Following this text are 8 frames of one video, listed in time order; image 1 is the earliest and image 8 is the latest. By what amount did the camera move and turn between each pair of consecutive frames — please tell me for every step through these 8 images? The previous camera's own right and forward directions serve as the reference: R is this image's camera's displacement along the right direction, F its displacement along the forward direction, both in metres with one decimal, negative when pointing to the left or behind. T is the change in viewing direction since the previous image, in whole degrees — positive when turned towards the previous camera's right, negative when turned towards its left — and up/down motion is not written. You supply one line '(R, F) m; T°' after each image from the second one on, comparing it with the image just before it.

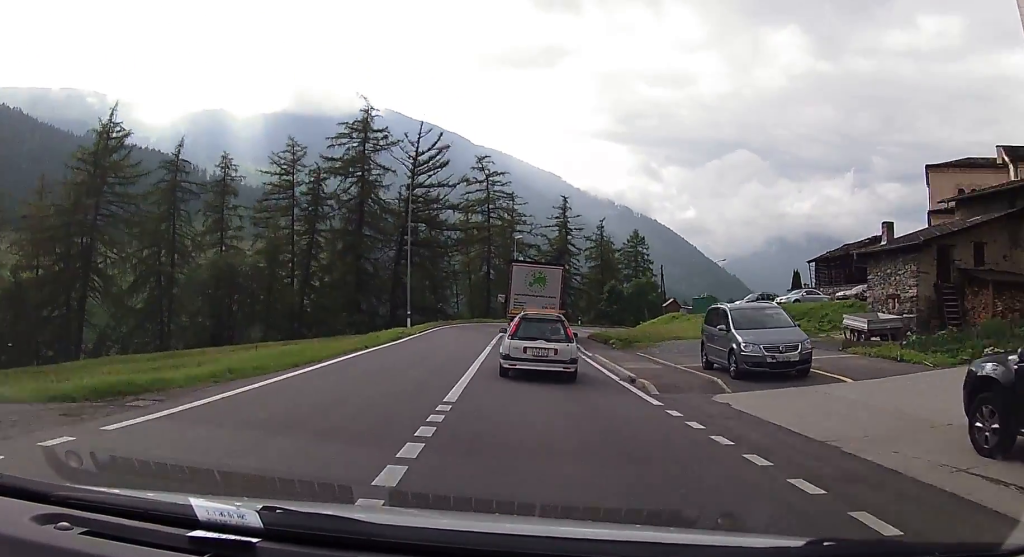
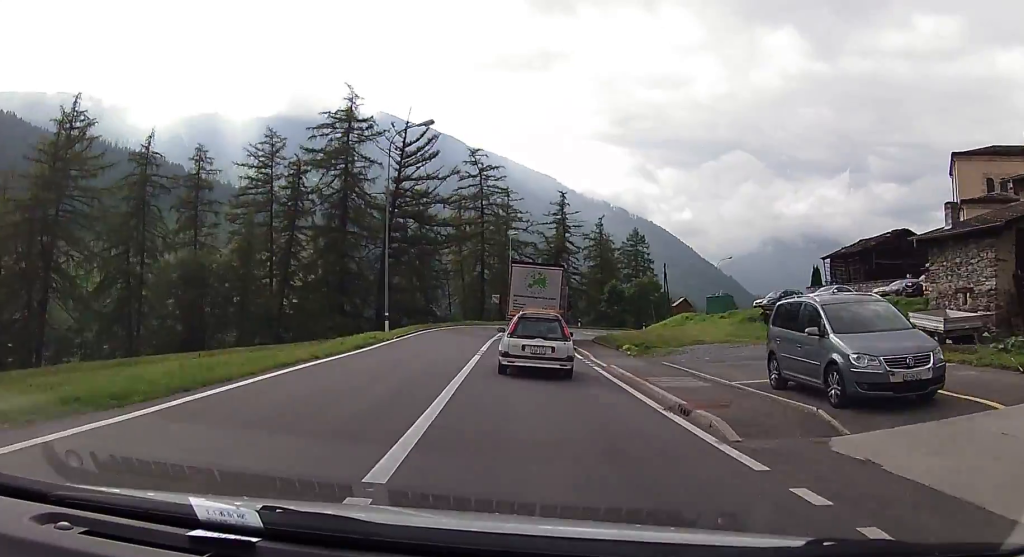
(+0.1, +5.3) m; +1°
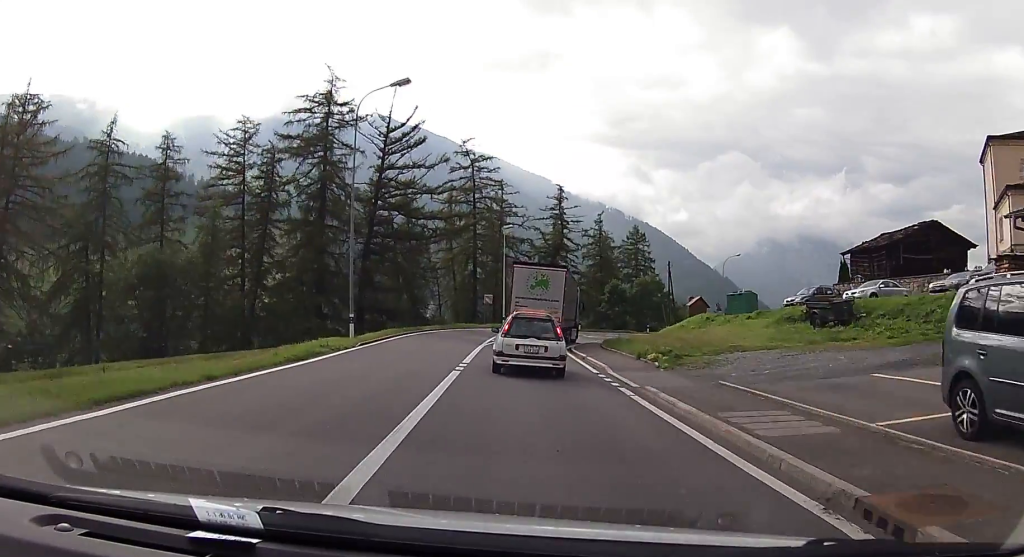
(0.0, +6.3) m; -1°
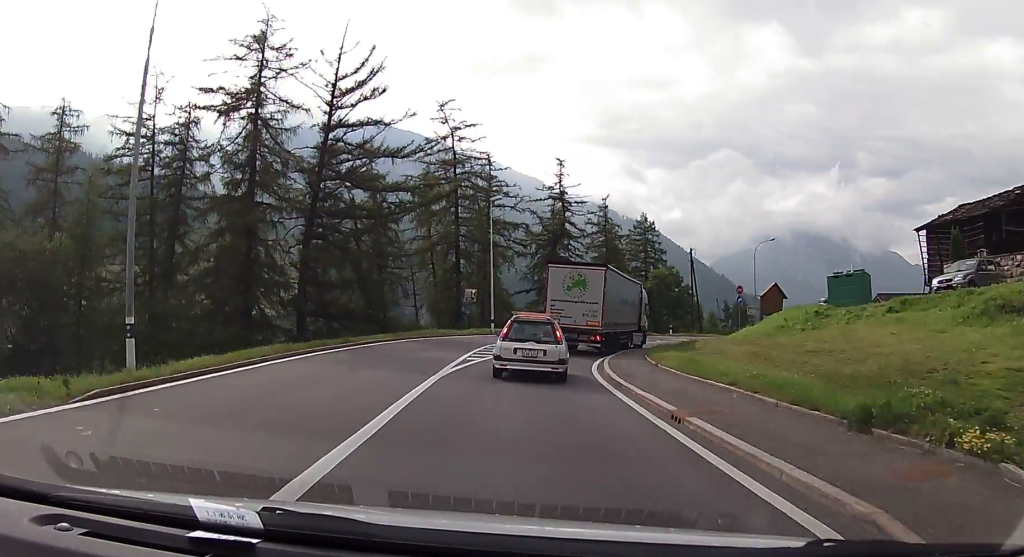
(-0.2, +16.4) m; 0°
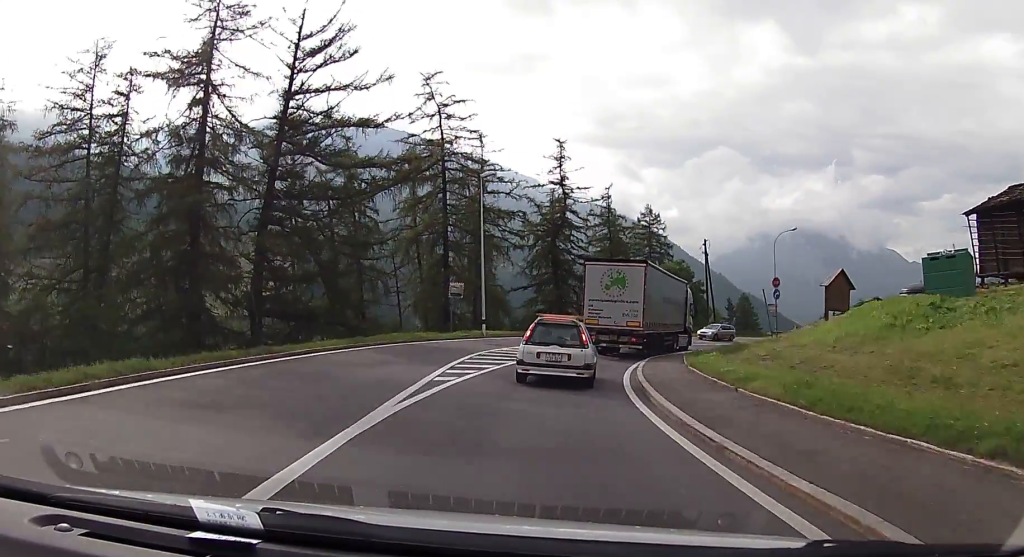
(0.0, +7.1) m; +2°
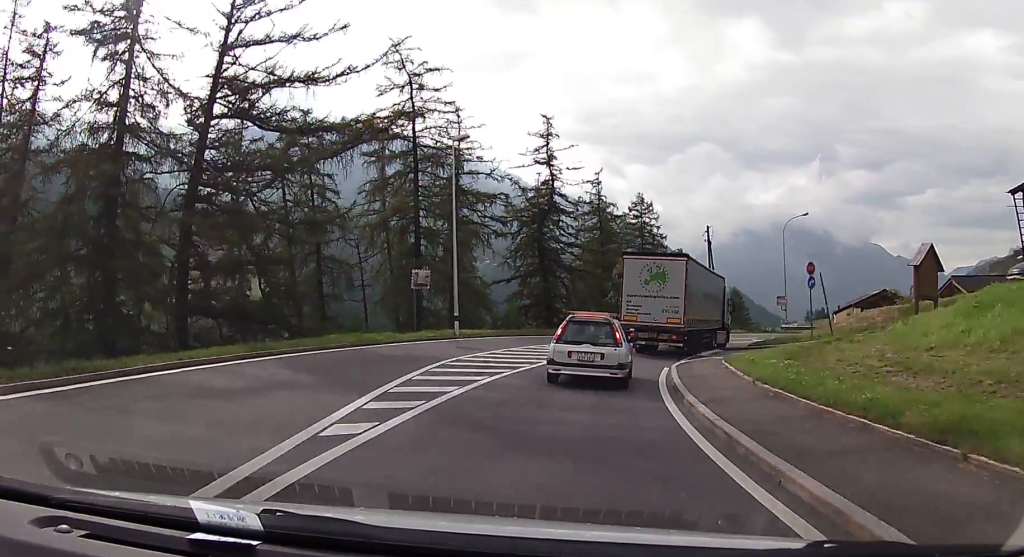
(+0.2, +6.8) m; +2°
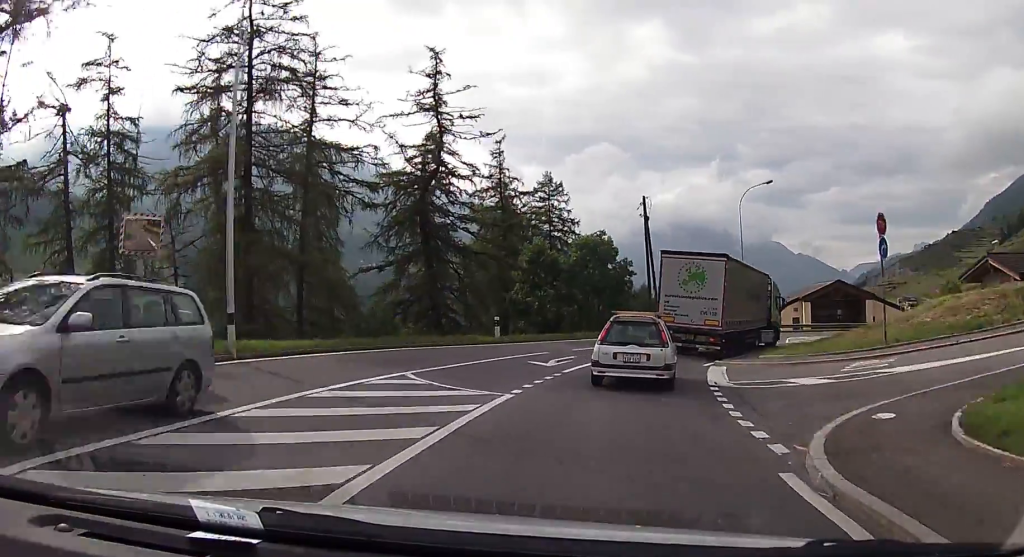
(+0.8, +15.7) m; +8°
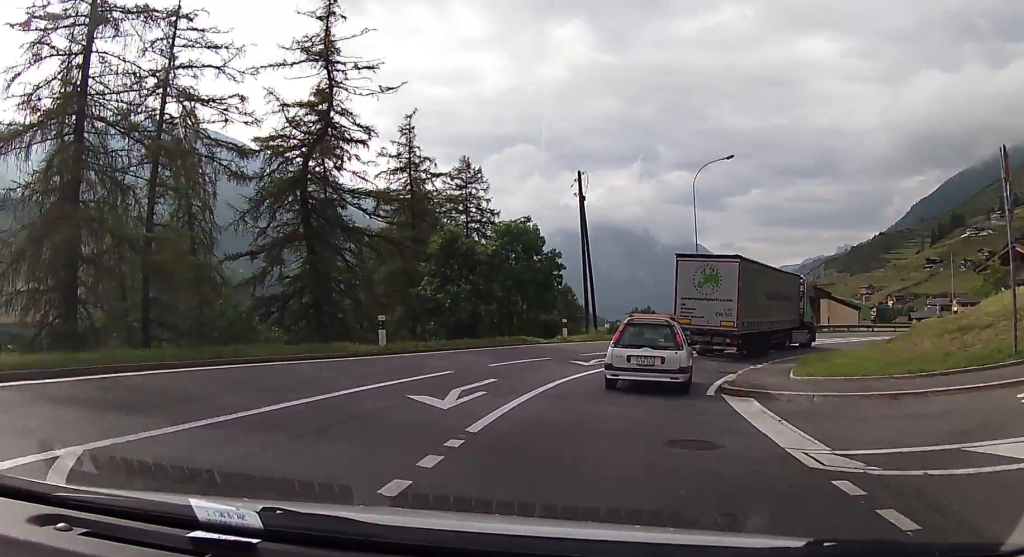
(+0.6, +9.6) m; +6°
